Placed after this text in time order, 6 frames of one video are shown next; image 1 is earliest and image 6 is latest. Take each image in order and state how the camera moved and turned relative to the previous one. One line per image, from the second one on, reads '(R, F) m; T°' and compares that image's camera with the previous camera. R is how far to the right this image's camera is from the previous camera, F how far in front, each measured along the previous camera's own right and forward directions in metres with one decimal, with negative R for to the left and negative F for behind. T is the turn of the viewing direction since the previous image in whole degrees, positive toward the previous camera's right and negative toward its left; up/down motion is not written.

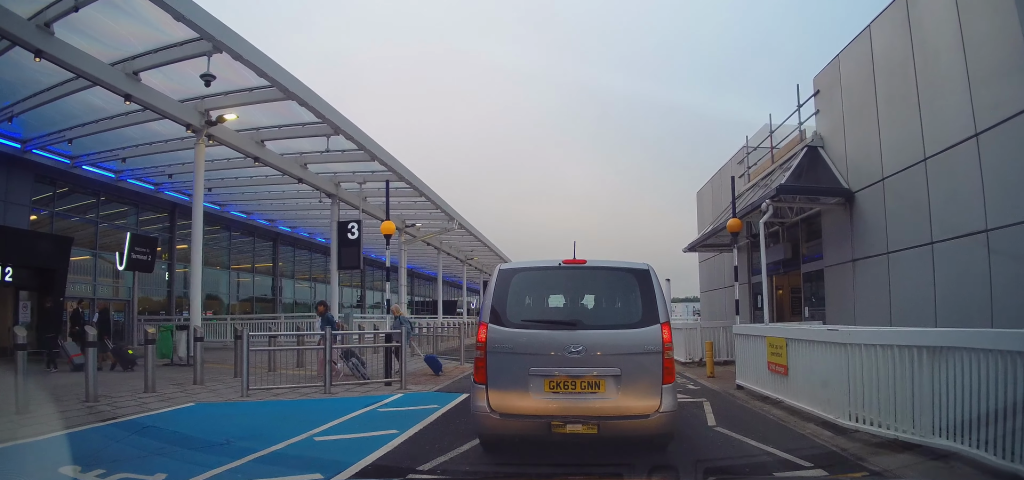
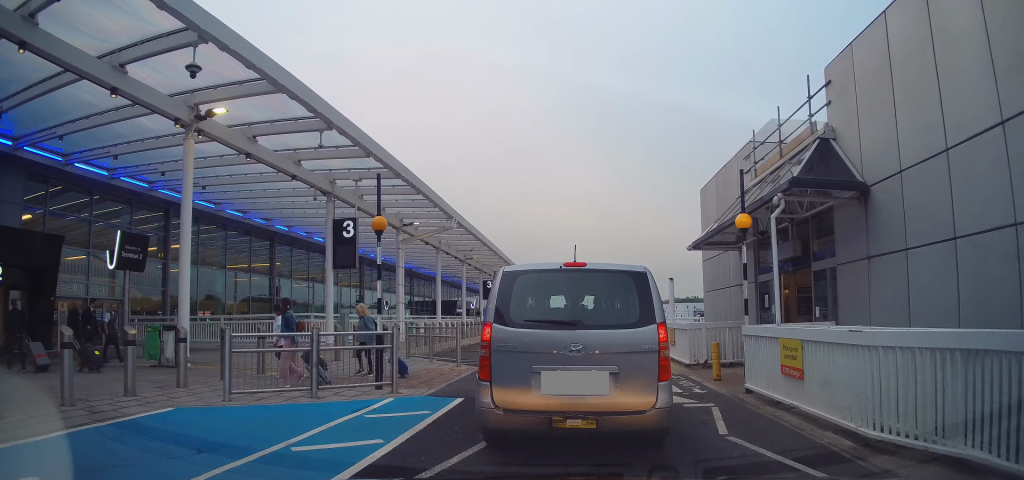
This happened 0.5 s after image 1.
(-0.1, +0.6) m; -2°
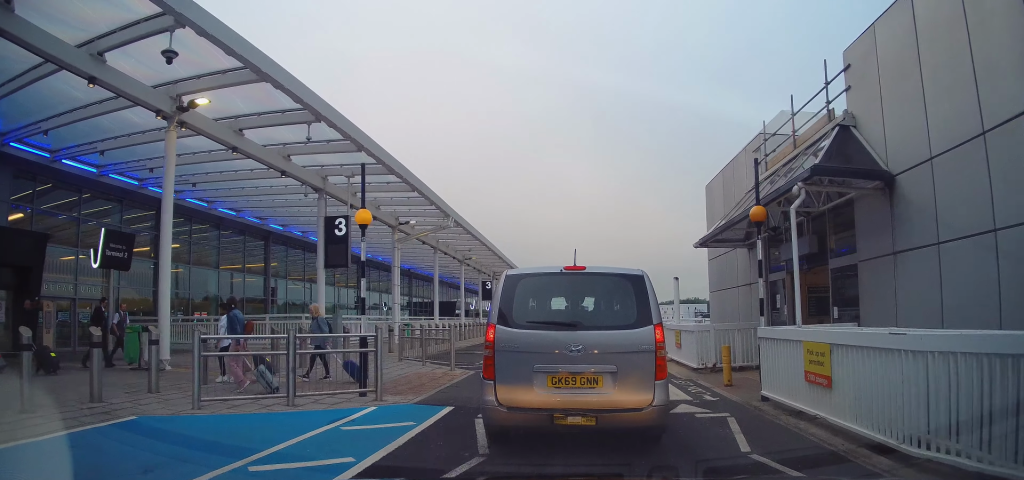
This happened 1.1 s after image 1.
(-0.2, +0.9) m; -4°
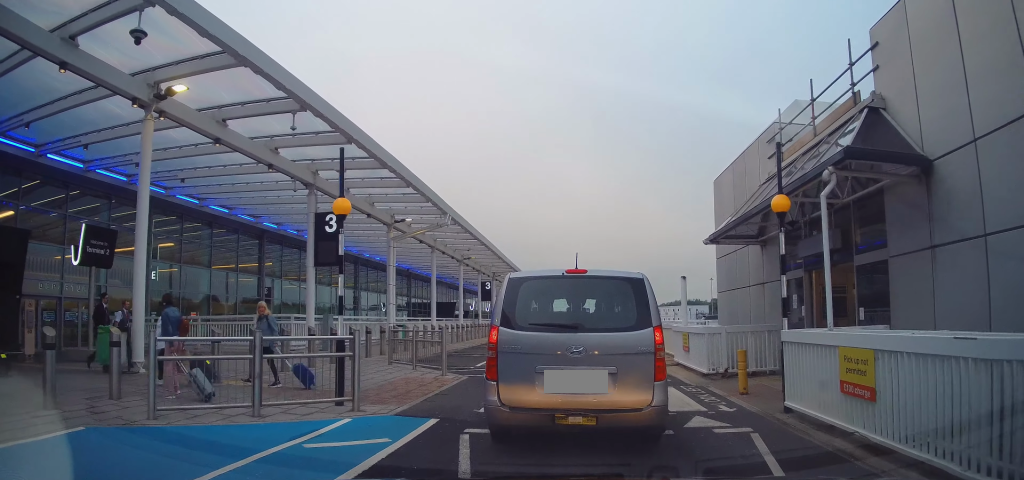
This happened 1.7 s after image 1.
(0.0, +1.0) m; -2°
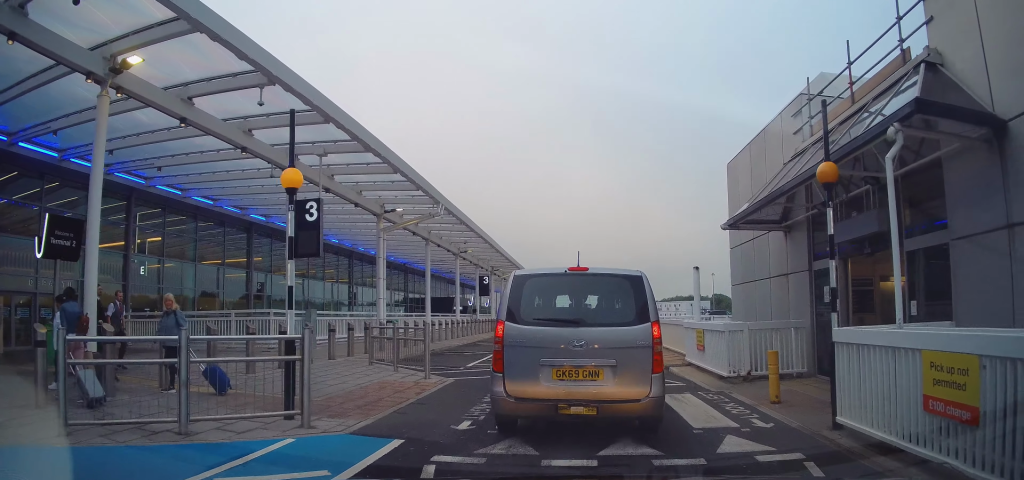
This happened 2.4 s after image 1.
(+0.1, +1.5) m; -1°
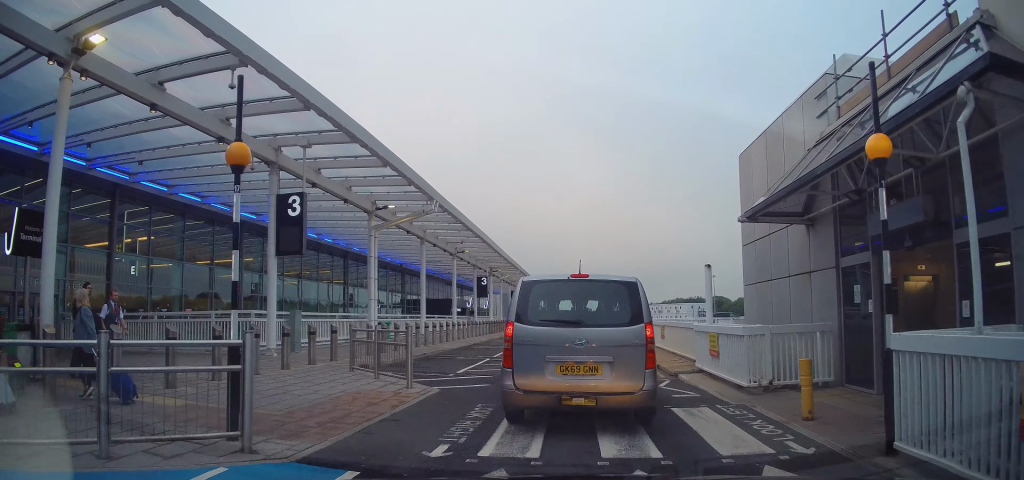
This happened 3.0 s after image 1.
(-0.2, +1.3) m; -3°
